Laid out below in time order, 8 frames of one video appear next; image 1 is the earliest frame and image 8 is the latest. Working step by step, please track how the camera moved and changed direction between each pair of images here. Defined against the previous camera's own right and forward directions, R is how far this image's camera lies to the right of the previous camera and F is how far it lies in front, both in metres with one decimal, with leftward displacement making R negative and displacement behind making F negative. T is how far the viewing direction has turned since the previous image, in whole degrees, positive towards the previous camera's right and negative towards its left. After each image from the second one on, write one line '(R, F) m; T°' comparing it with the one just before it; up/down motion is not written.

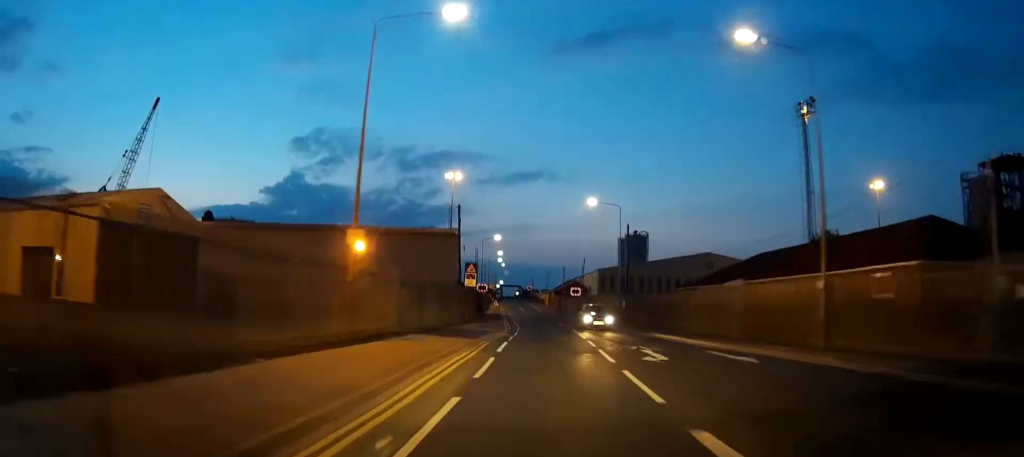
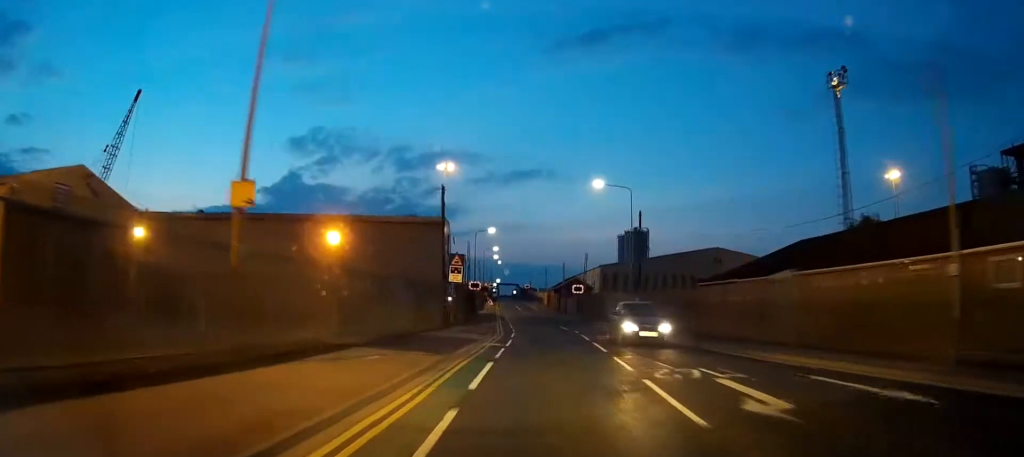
(0.0, +7.9) m; -1°
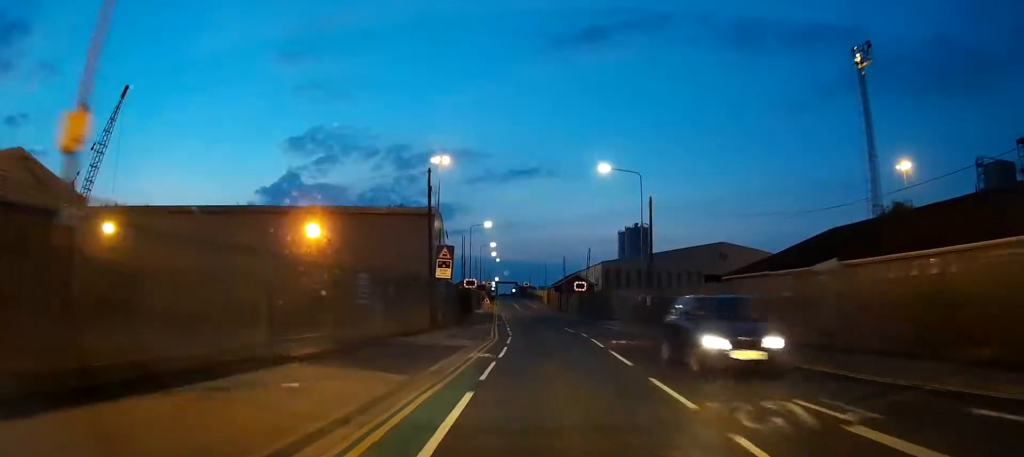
(-0.1, +4.9) m; -1°
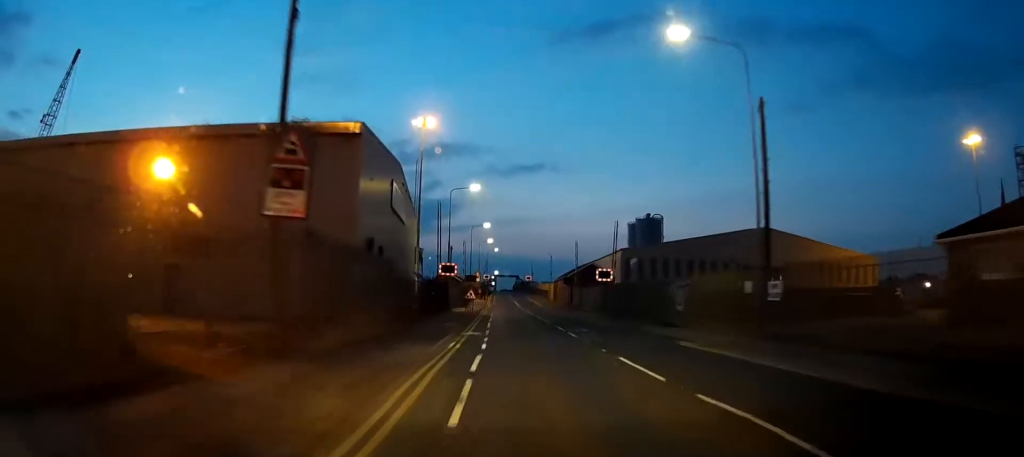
(-0.9, +20.8) m; -4°
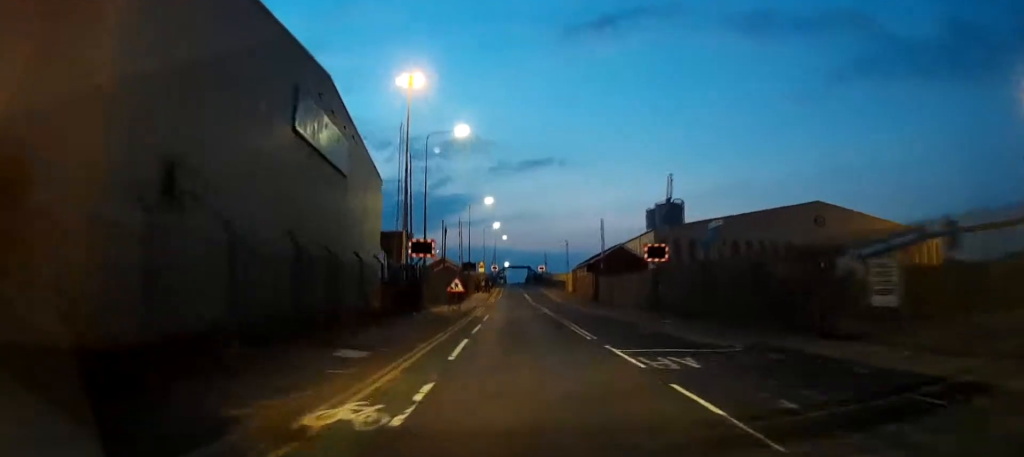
(-0.3, +15.7) m; -3°
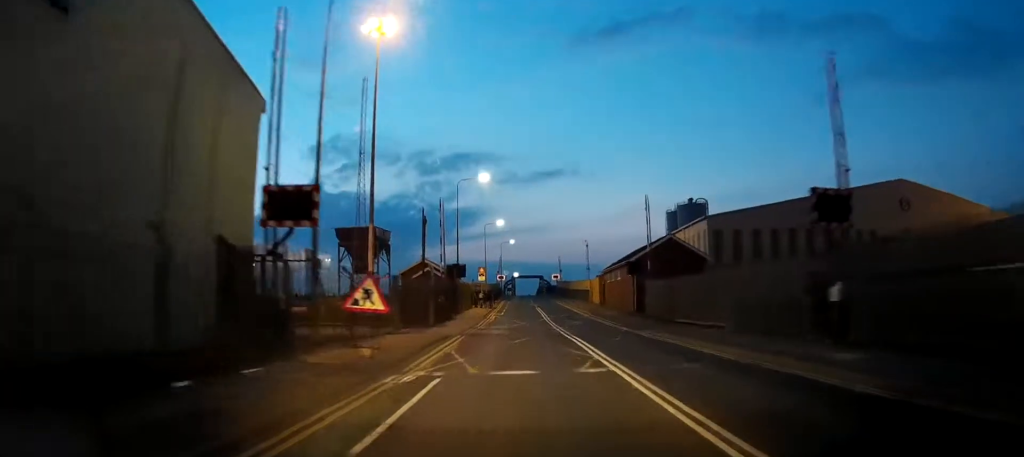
(-0.9, +18.3) m; -6°
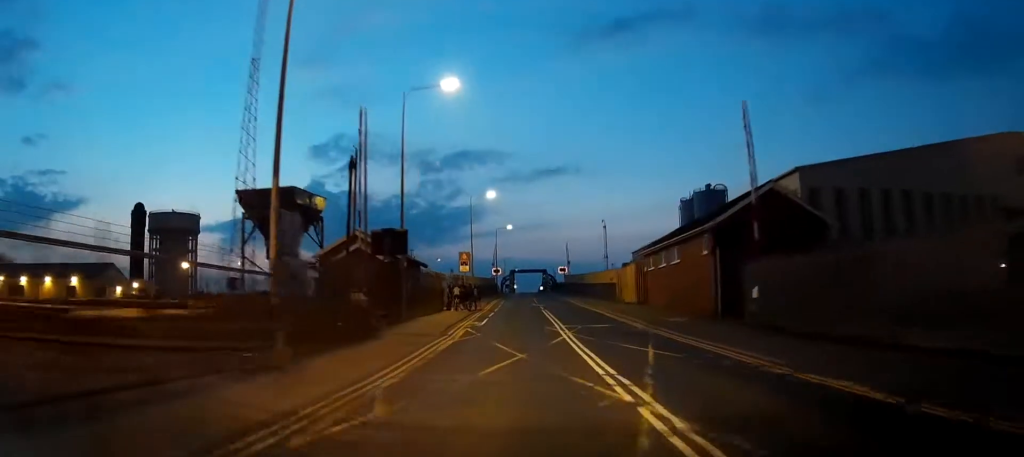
(-0.7, +18.9) m; -3°
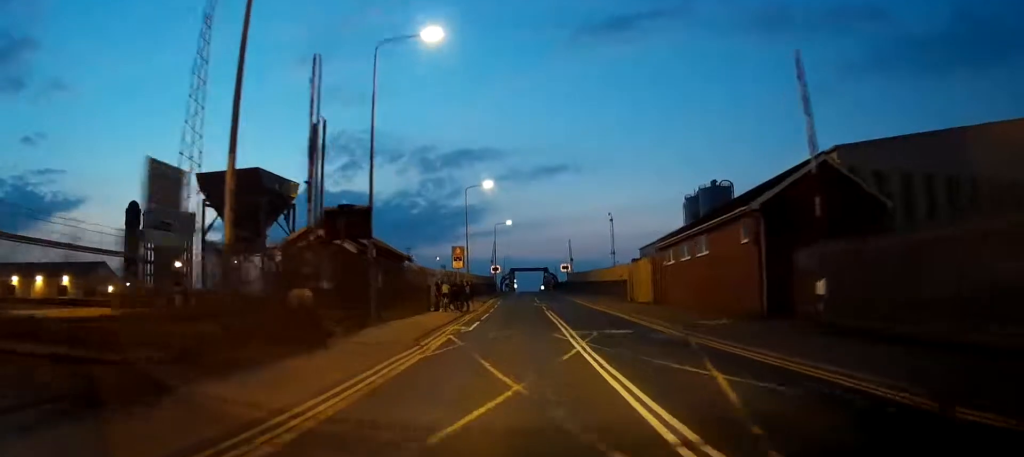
(-0.1, +4.7) m; 0°
